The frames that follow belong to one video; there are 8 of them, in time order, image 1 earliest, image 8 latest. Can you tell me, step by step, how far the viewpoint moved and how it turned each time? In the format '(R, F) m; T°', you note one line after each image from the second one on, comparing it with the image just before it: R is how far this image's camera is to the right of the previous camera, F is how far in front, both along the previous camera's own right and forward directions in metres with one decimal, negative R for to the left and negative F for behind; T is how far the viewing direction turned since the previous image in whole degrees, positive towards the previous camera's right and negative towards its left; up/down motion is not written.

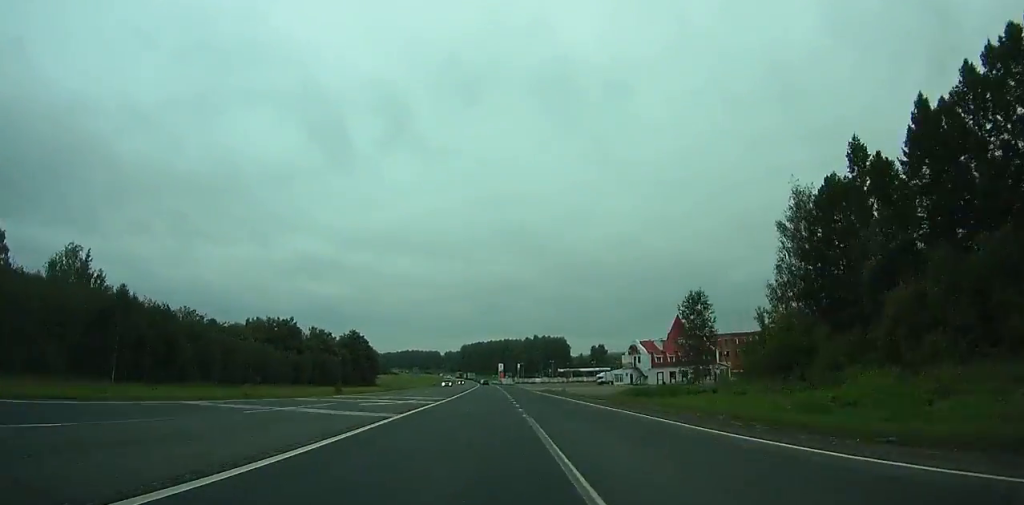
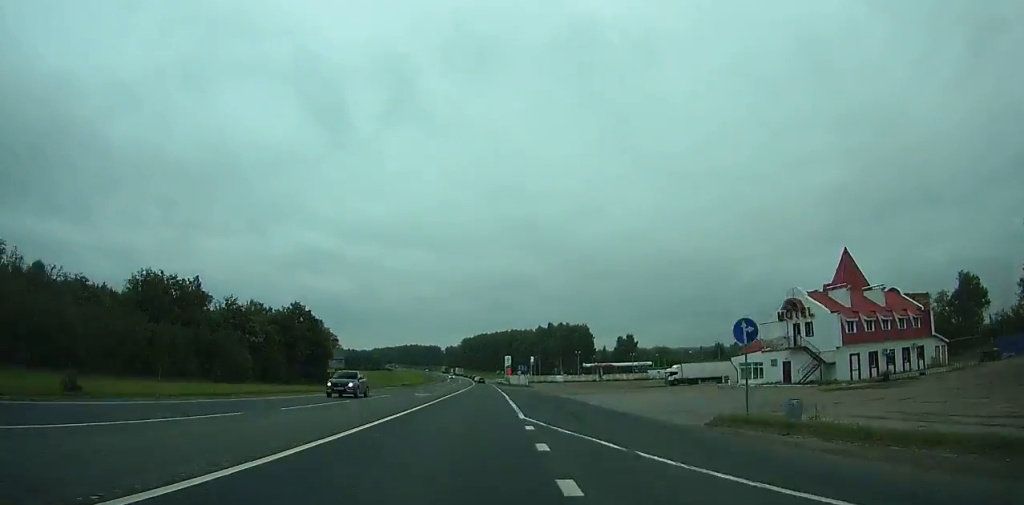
(-0.3, +68.5) m; -1°
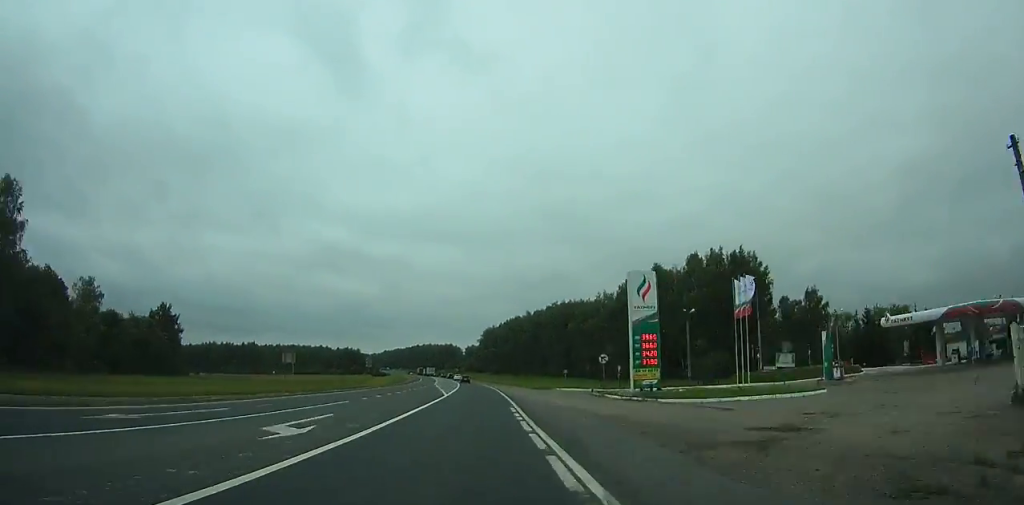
(-3.5, +166.3) m; -3°
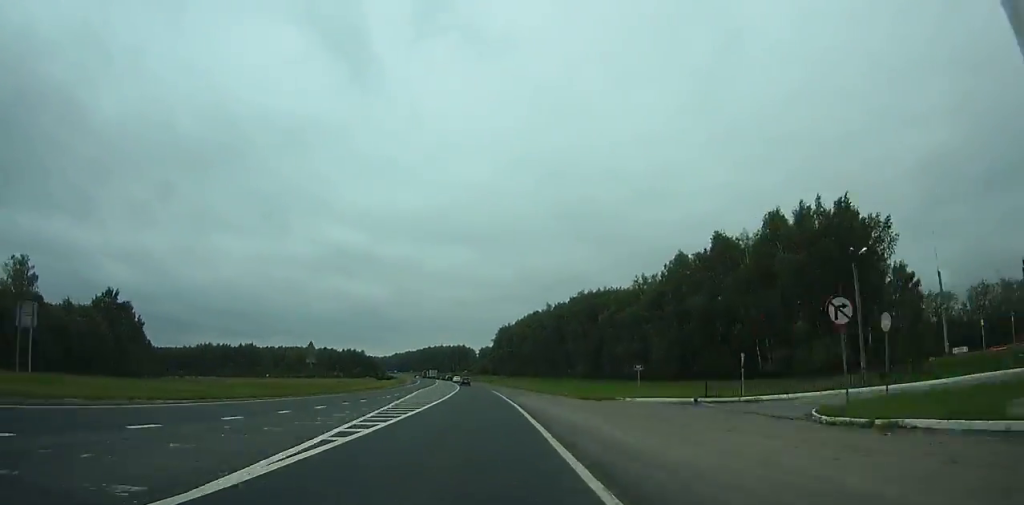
(+0.1, +31.8) m; -1°
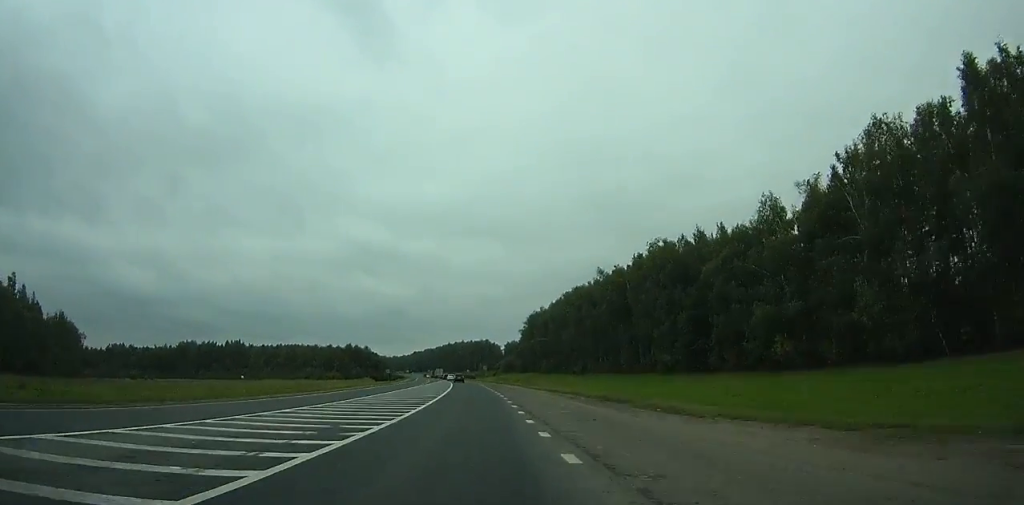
(-1.2, +65.3) m; -3°
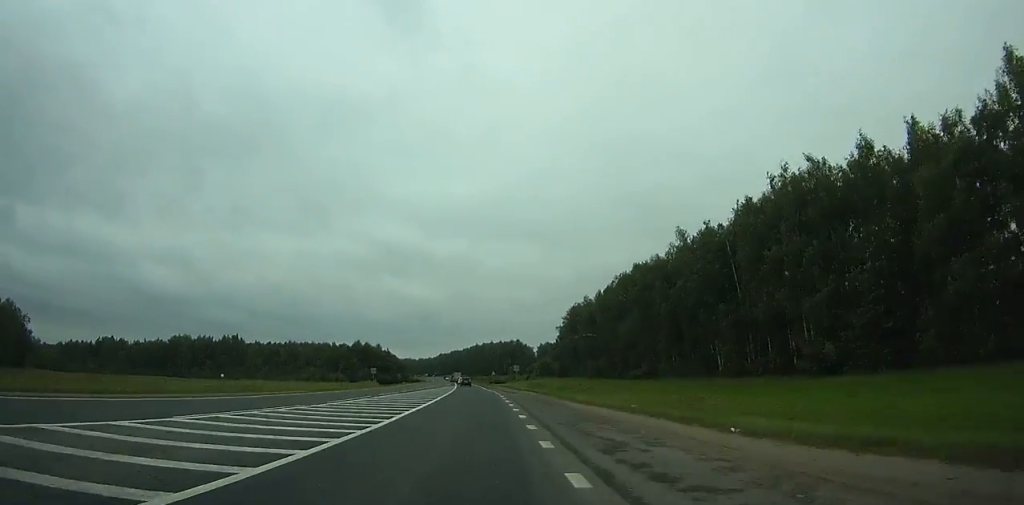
(-1.4, +45.4) m; -2°
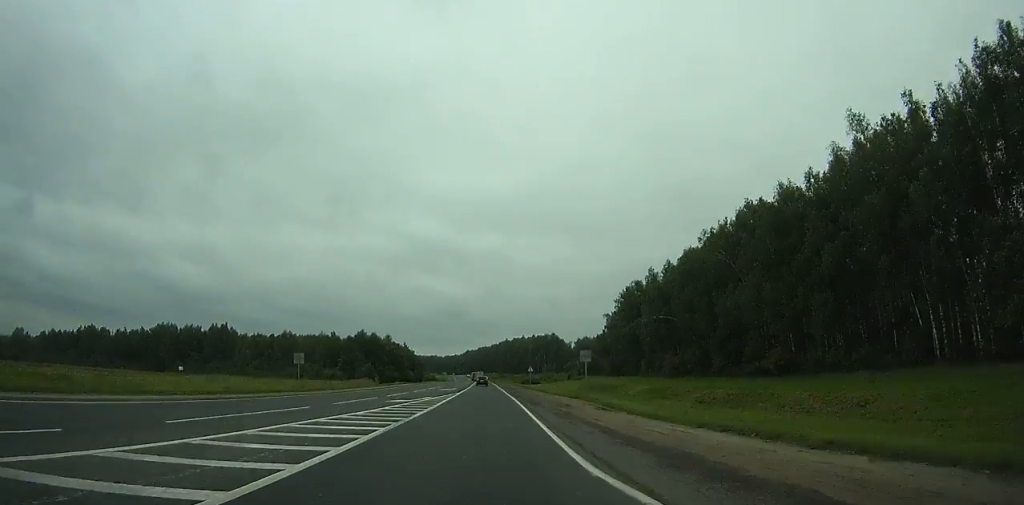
(-1.1, +49.9) m; -2°
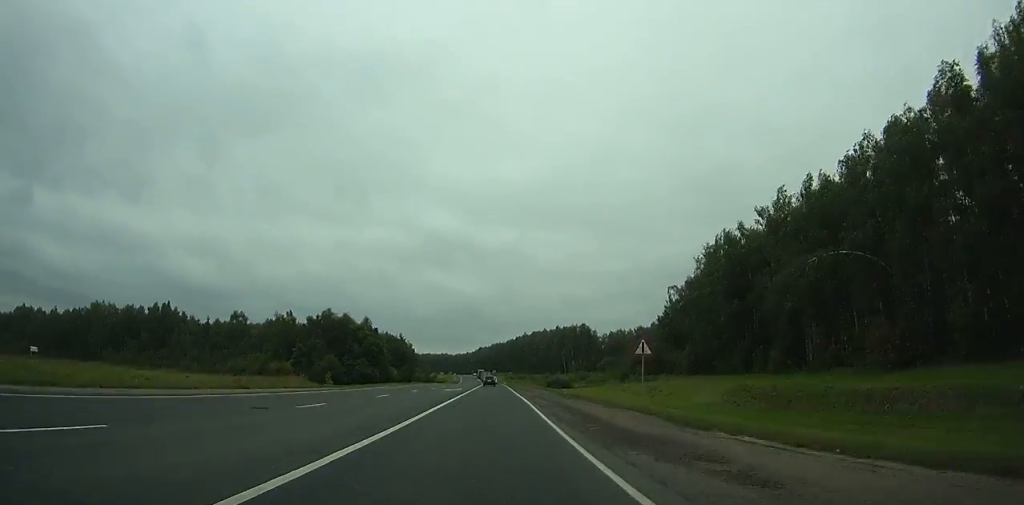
(-1.7, +65.8) m; -2°
